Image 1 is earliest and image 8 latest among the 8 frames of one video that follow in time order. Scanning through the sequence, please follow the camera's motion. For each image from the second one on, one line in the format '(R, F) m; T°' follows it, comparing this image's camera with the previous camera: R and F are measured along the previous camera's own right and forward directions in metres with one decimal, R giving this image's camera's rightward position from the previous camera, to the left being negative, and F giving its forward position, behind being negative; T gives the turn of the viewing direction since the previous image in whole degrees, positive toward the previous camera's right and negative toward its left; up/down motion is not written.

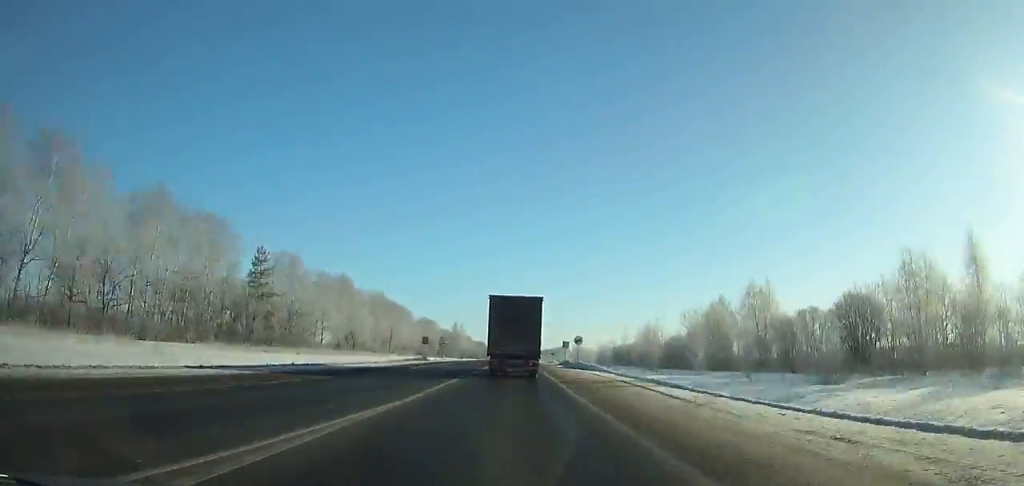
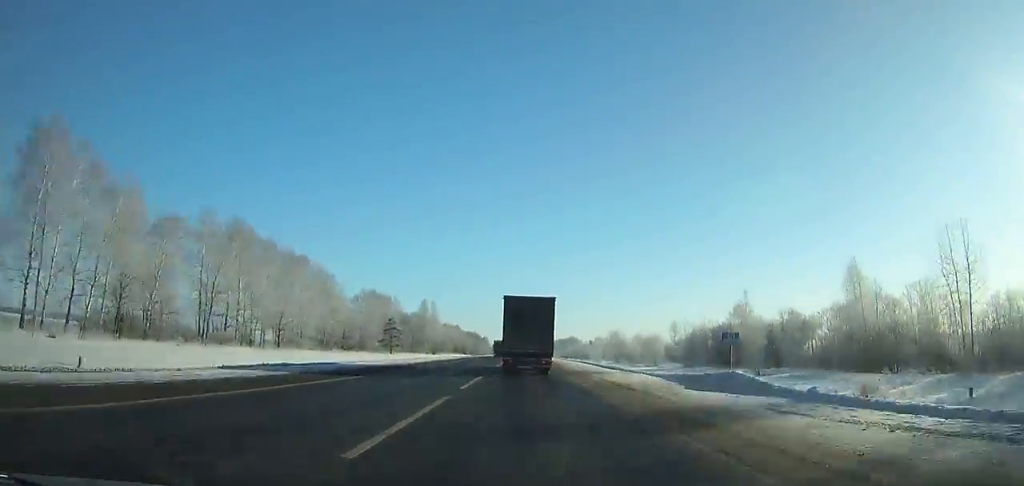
(+0.3, +102.3) m; 0°
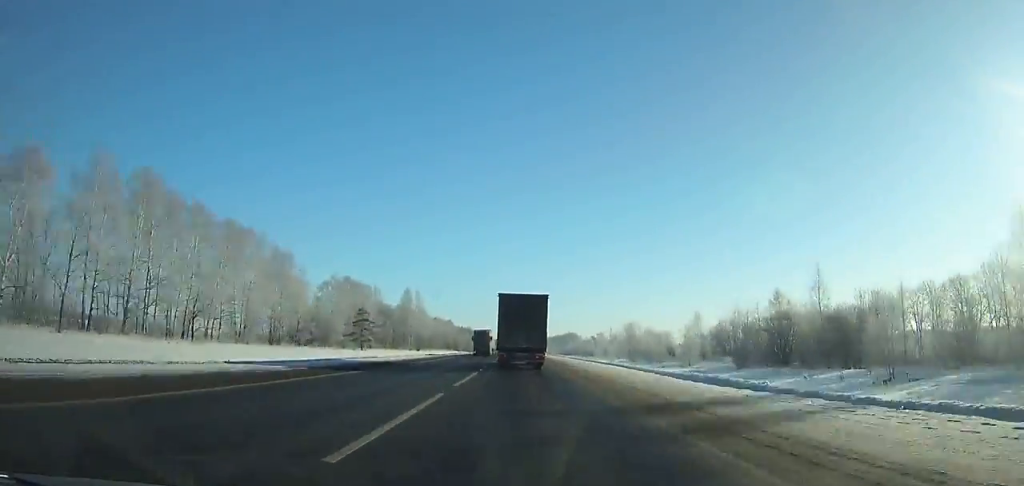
(+0.2, +24.7) m; 0°
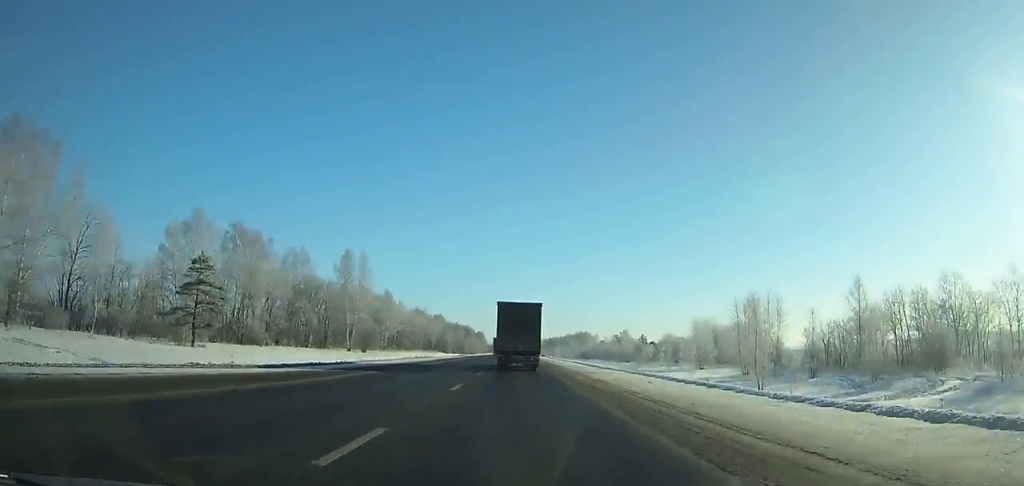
(-0.4, +67.8) m; 0°
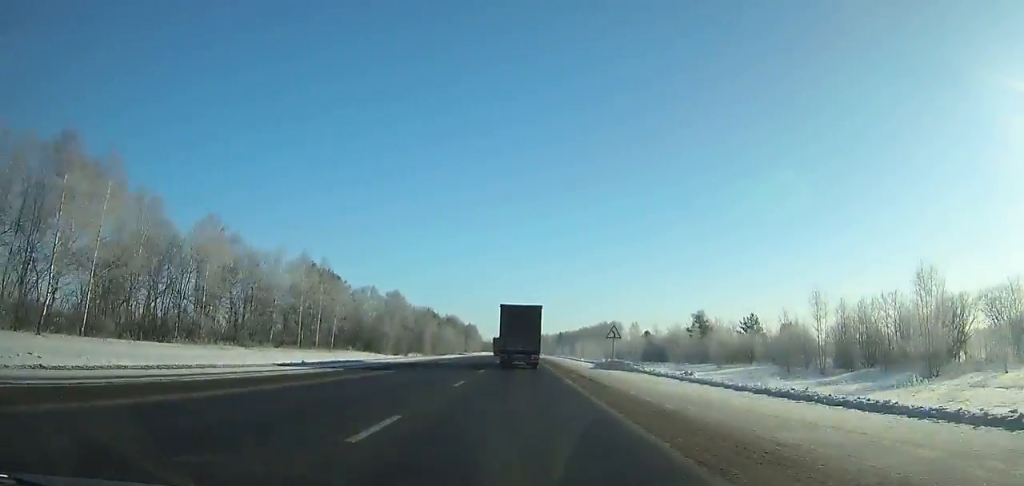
(-0.7, +119.3) m; 0°
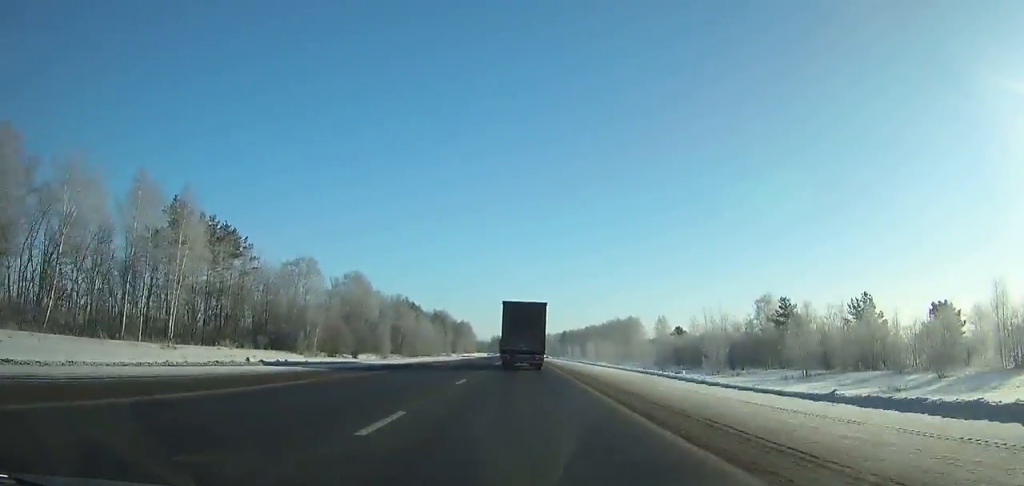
(0.0, +46.9) m; 0°
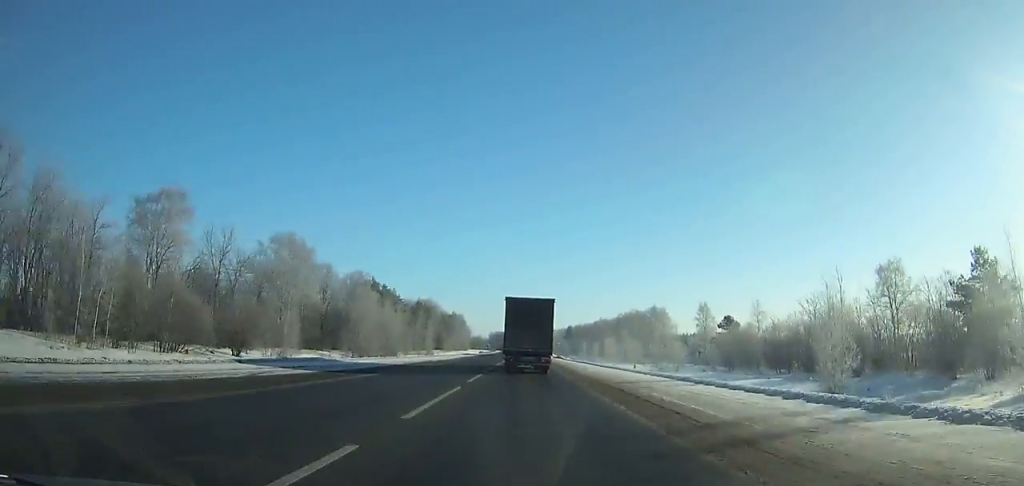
(0.0, +44.3) m; 0°
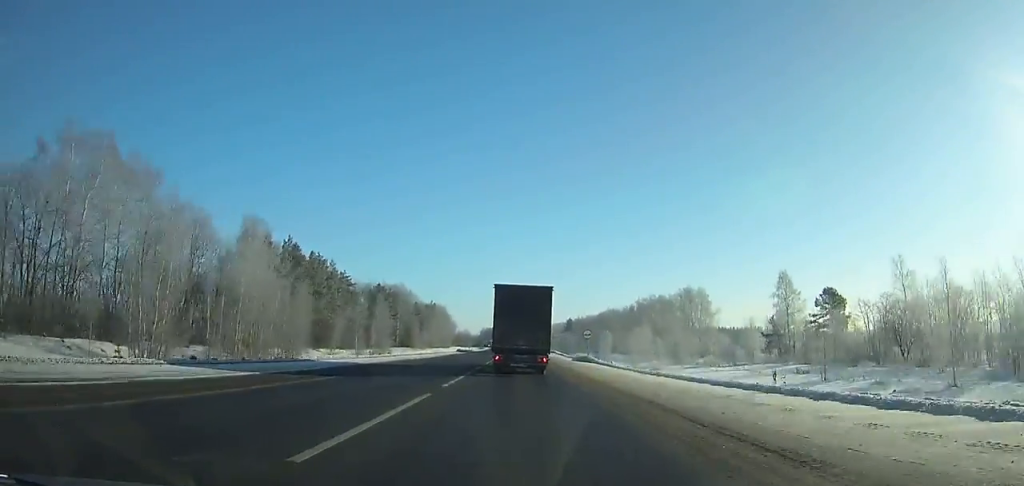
(0.0, +49.9) m; 0°
